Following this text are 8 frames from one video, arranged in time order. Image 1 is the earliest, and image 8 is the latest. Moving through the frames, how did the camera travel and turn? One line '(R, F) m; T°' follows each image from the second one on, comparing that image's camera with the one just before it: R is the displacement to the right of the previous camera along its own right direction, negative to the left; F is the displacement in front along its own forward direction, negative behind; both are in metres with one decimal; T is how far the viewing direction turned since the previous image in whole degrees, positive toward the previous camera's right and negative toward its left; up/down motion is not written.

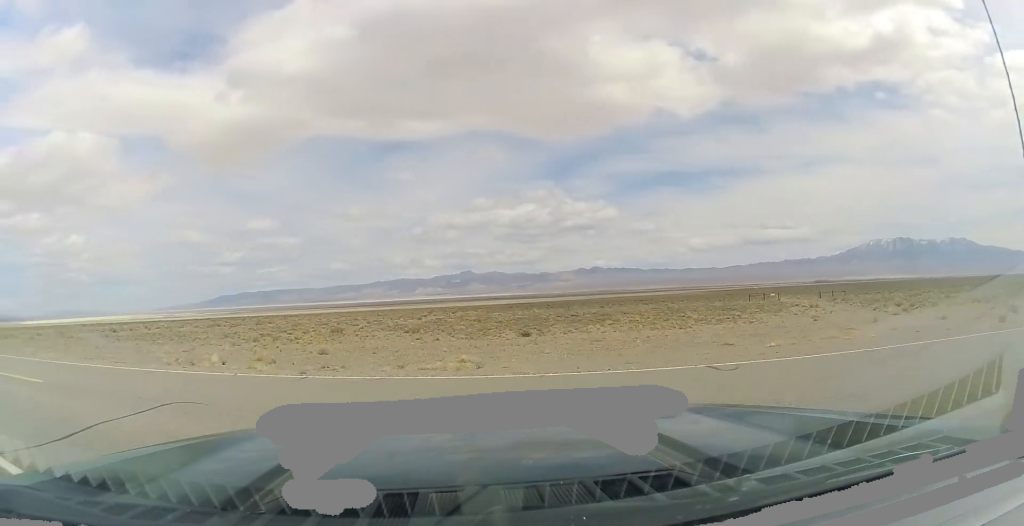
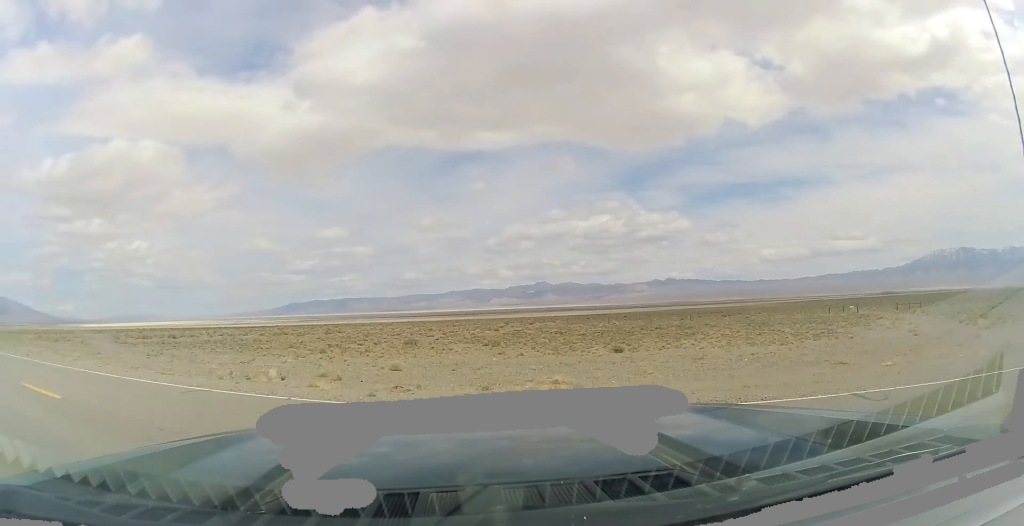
(-0.2, +2.2) m; -7°
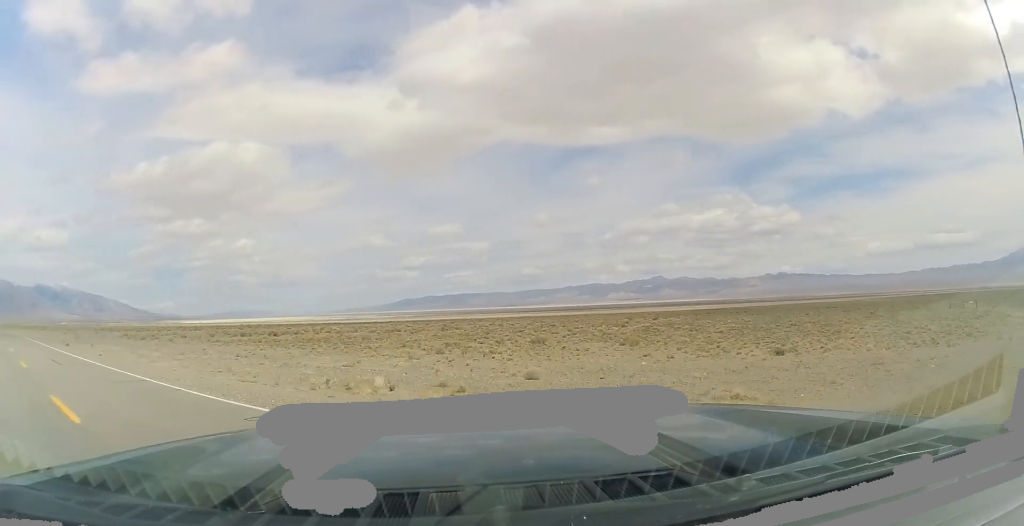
(-0.3, +3.6) m; -14°
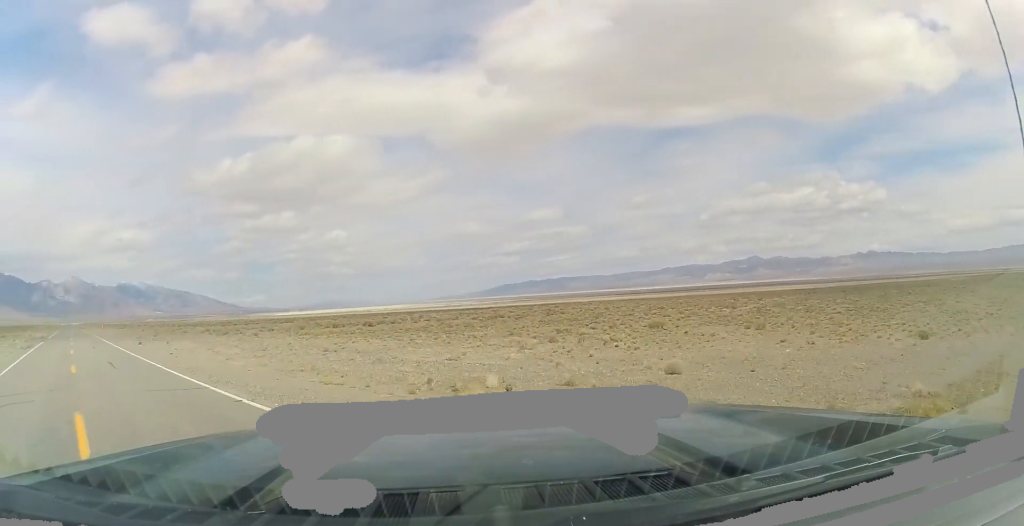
(-0.3, +2.7) m; -10°
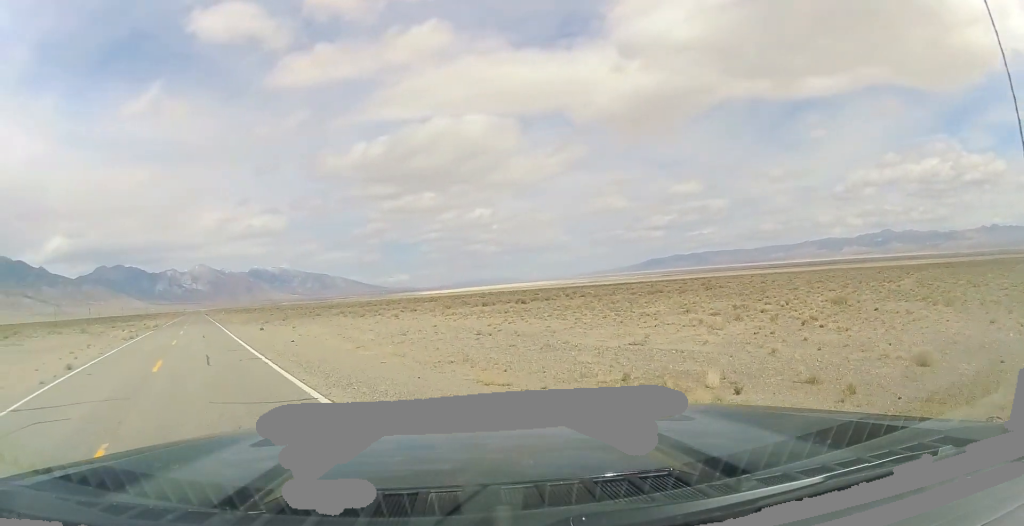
(-0.4, +3.7) m; -13°
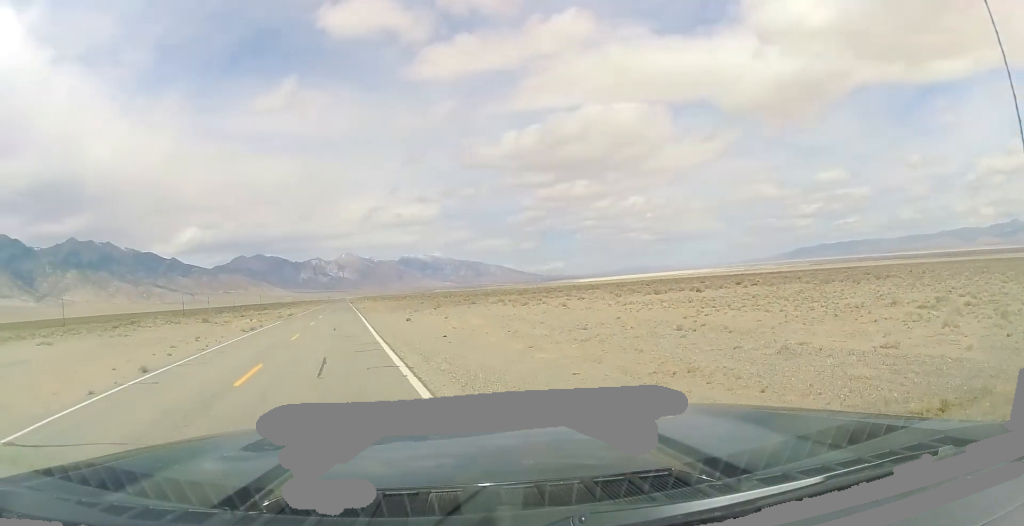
(-0.6, +4.6) m; -13°
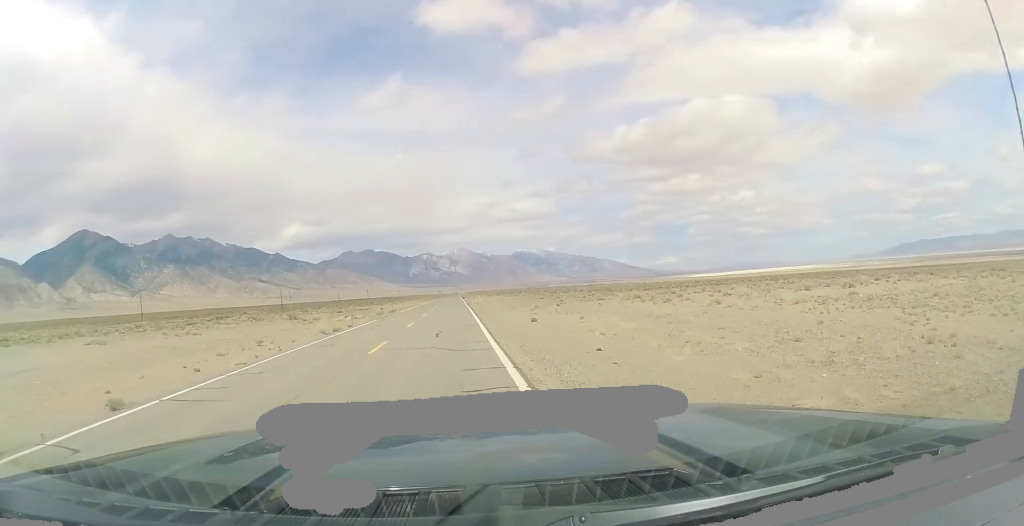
(-0.7, +7.2) m; -8°
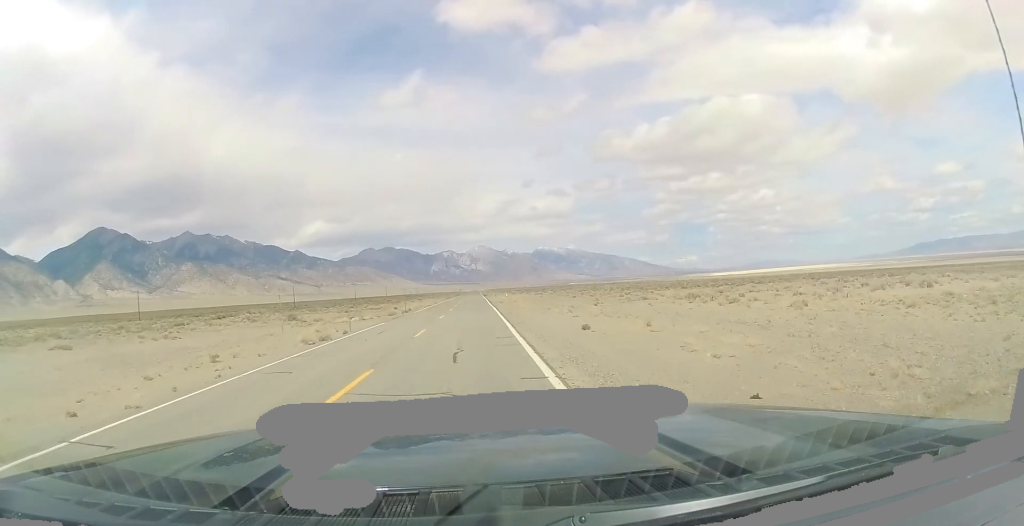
(-0.3, +7.6) m; -3°
